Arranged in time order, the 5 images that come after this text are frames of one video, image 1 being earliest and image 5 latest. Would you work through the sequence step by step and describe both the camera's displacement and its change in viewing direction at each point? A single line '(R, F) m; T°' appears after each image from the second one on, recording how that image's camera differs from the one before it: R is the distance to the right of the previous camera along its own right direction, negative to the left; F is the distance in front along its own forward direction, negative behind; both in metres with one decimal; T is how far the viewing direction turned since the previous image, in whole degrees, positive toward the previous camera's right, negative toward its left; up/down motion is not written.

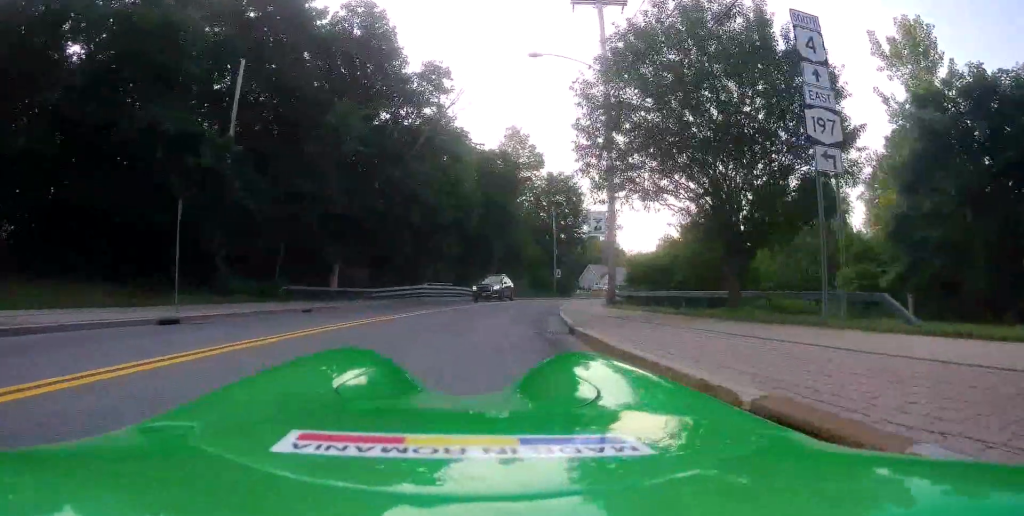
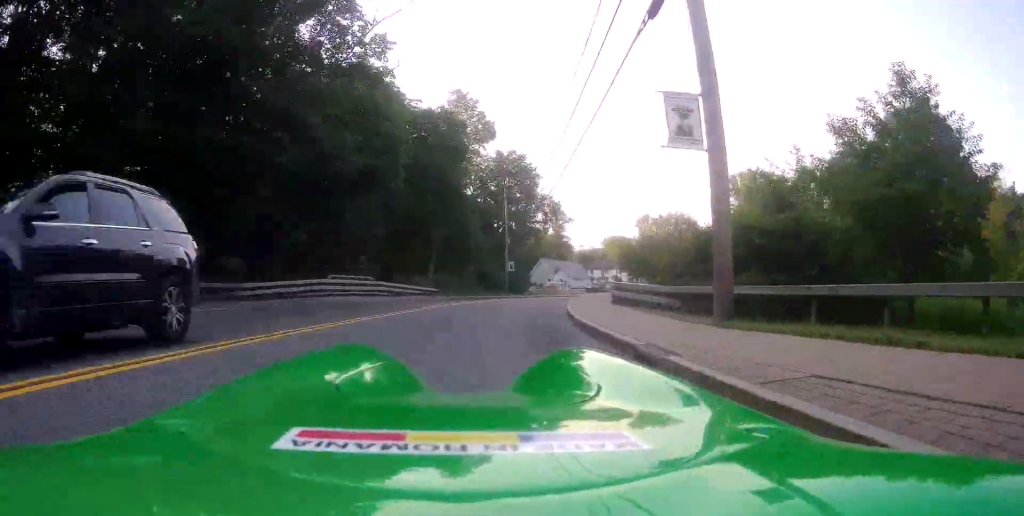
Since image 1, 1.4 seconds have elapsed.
(+0.6, +14.3) m; +7°
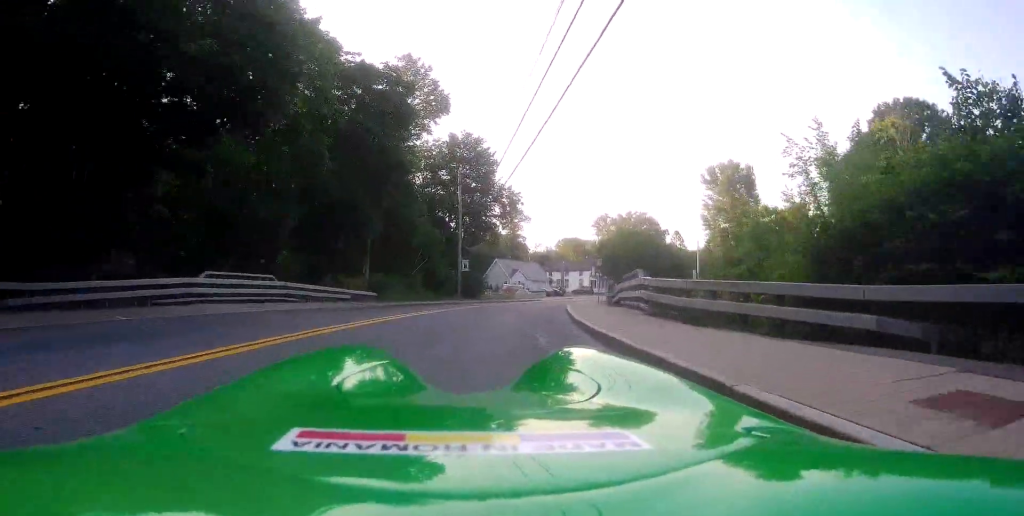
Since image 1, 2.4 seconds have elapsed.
(+0.5, +9.8) m; +6°
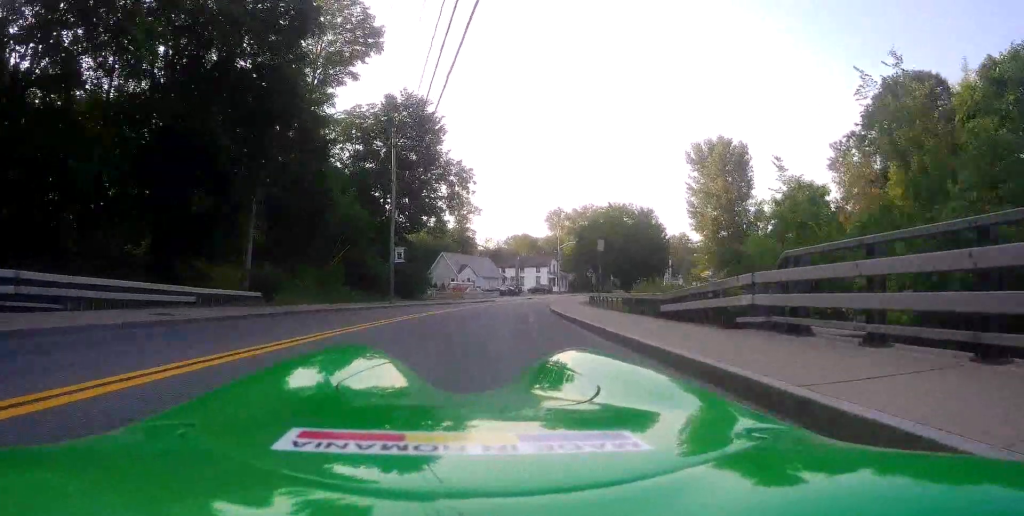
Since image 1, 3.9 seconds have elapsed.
(+0.5, +14.0) m; +1°
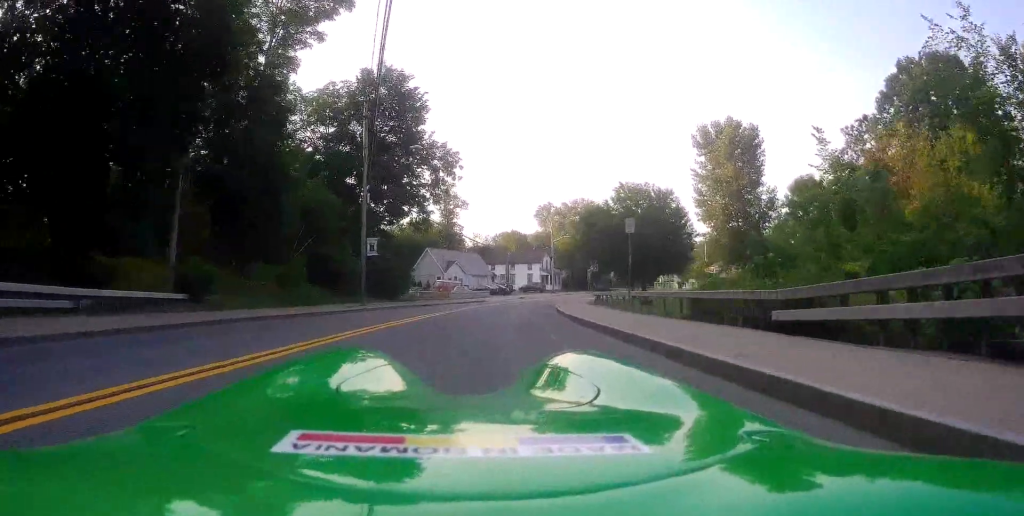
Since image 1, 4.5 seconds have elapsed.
(-0.2, +6.4) m; 0°
